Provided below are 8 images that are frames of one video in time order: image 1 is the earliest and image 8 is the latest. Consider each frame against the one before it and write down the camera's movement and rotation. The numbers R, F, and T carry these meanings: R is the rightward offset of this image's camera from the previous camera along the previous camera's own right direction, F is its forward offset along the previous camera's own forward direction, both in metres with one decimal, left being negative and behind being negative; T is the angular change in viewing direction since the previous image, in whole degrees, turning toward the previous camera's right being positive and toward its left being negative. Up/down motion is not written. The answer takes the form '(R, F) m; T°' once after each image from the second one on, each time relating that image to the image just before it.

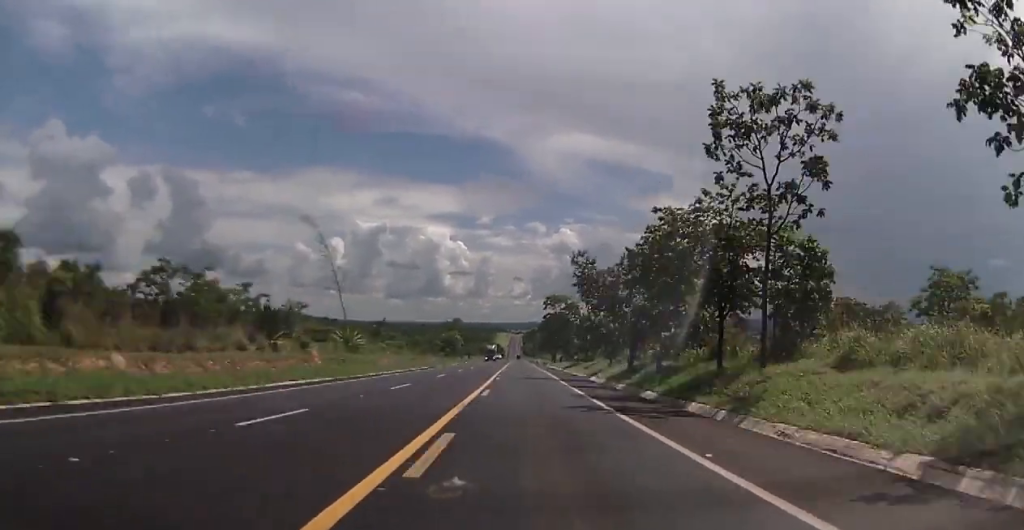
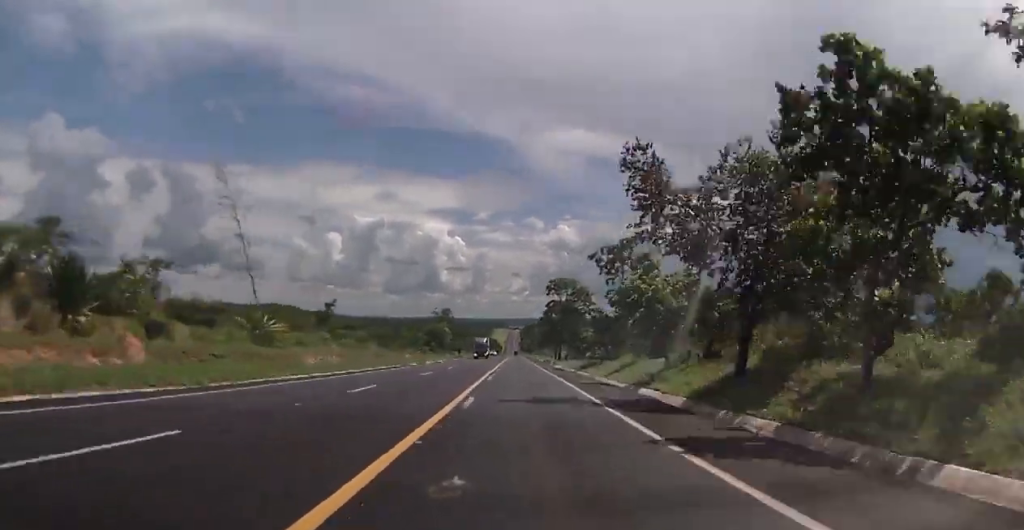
(-0.1, +21.6) m; 0°
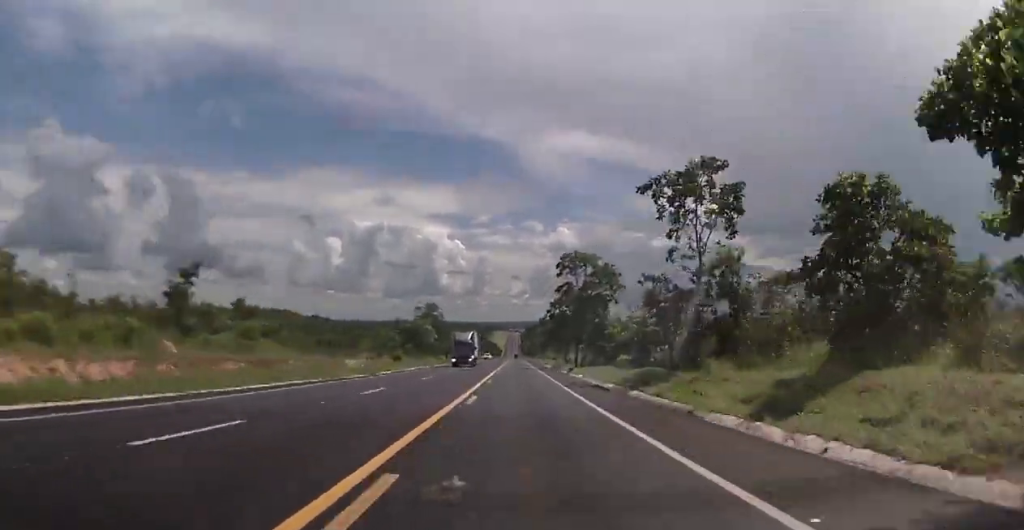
(0.0, +27.2) m; 0°
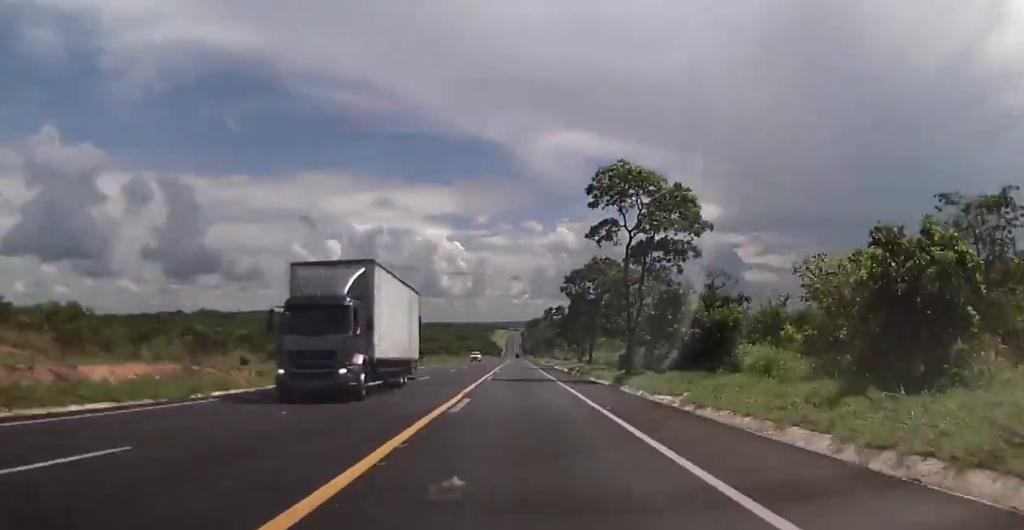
(0.0, +32.7) m; +1°
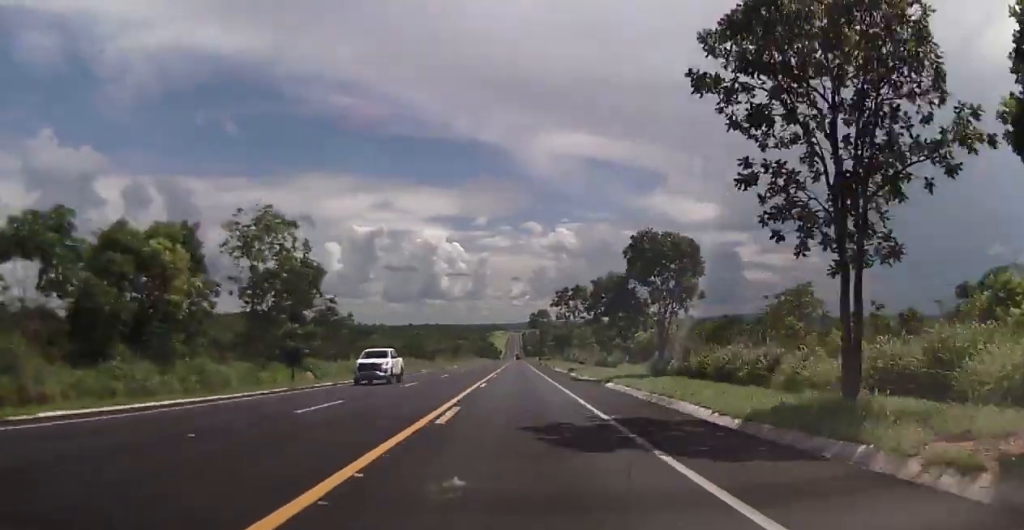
(+0.4, +52.9) m; 0°
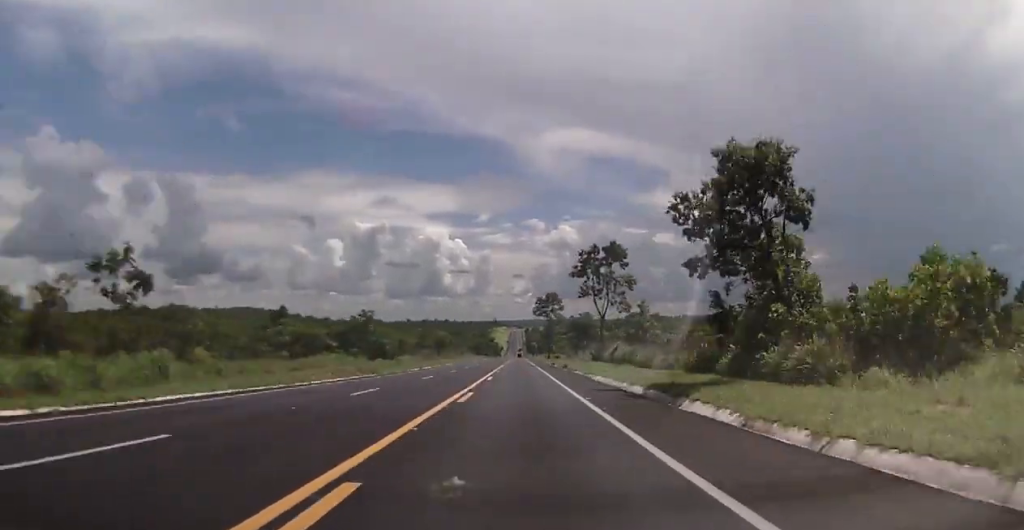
(-0.1, +42.9) m; 0°
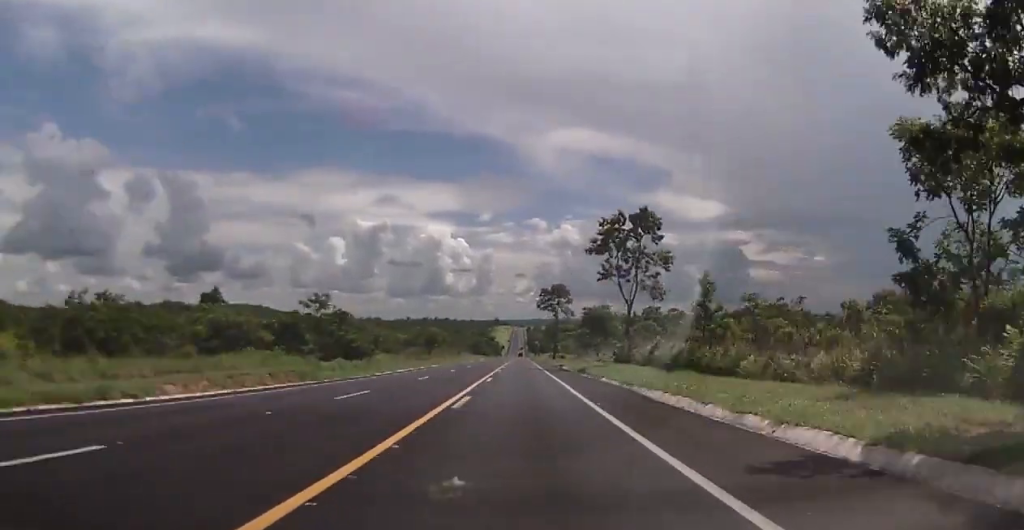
(0.0, +18.2) m; 0°
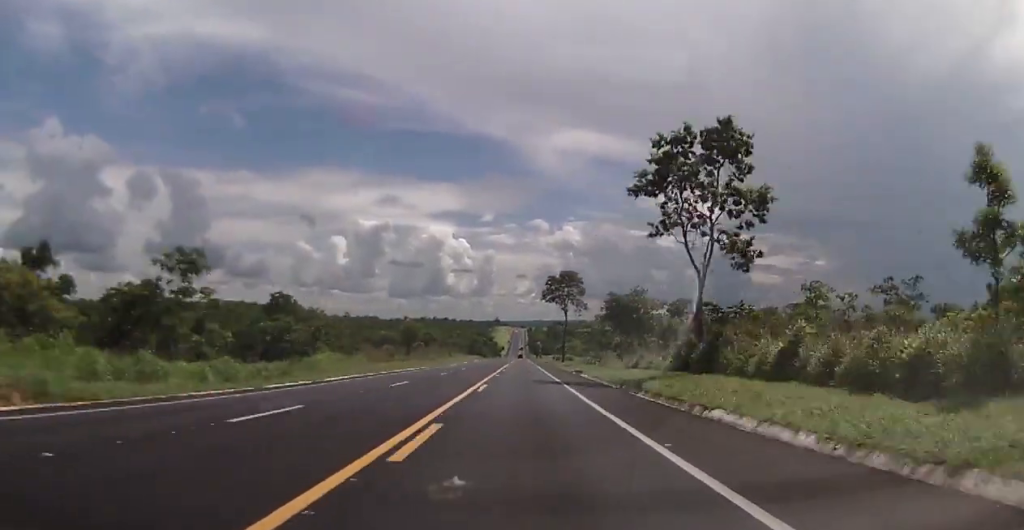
(-0.2, +23.9) m; -1°
